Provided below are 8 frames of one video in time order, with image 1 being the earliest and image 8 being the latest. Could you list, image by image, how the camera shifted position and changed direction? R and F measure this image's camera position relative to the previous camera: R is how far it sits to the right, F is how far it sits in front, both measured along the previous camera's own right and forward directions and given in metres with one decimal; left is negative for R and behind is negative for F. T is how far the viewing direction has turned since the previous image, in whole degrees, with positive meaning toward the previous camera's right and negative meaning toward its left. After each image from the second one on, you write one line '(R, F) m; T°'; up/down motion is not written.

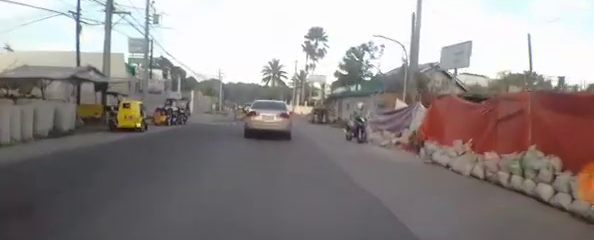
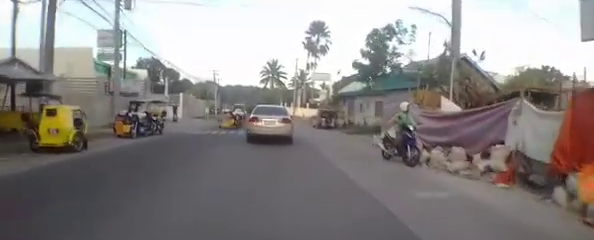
(+0.1, +5.5) m; -1°
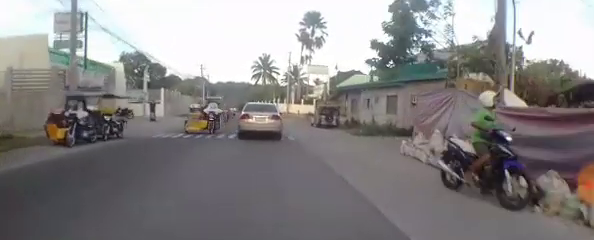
(+0.1, +4.2) m; -2°
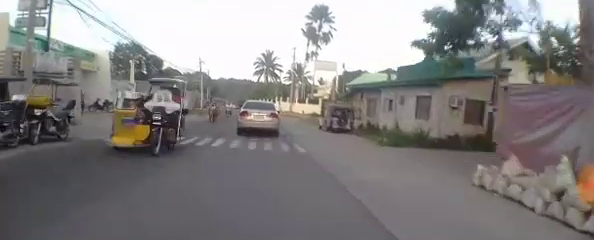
(-0.3, +4.0) m; 0°
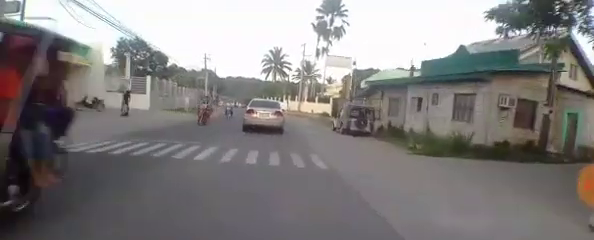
(-0.2, +3.1) m; 0°
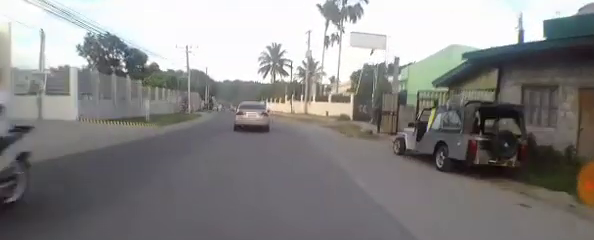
(+0.9, +12.1) m; +4°
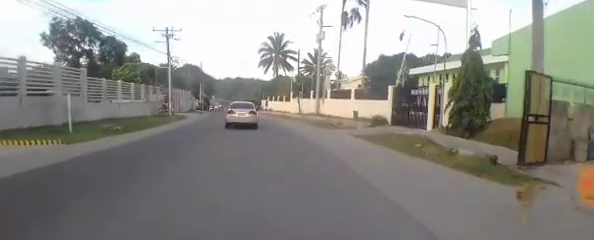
(0.0, +10.5) m; 0°
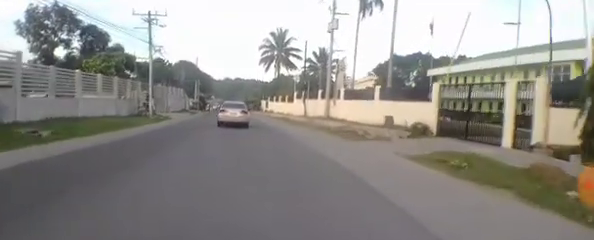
(0.0, +6.6) m; -3°
